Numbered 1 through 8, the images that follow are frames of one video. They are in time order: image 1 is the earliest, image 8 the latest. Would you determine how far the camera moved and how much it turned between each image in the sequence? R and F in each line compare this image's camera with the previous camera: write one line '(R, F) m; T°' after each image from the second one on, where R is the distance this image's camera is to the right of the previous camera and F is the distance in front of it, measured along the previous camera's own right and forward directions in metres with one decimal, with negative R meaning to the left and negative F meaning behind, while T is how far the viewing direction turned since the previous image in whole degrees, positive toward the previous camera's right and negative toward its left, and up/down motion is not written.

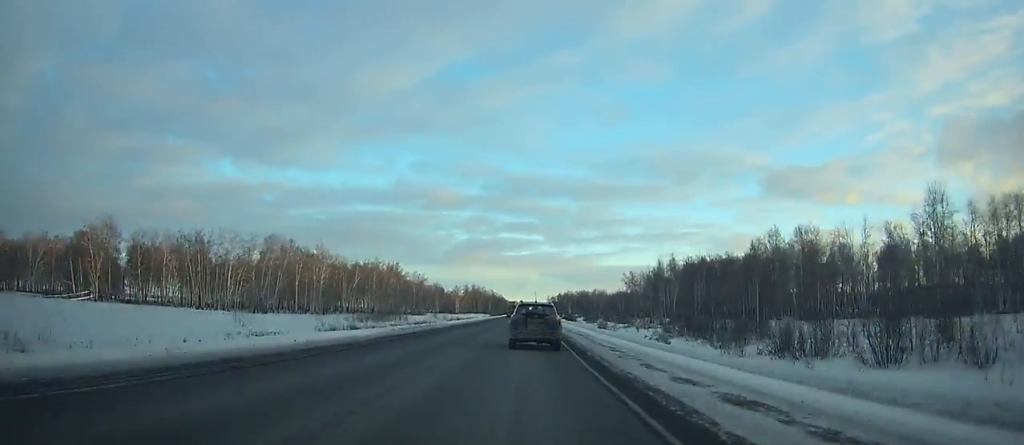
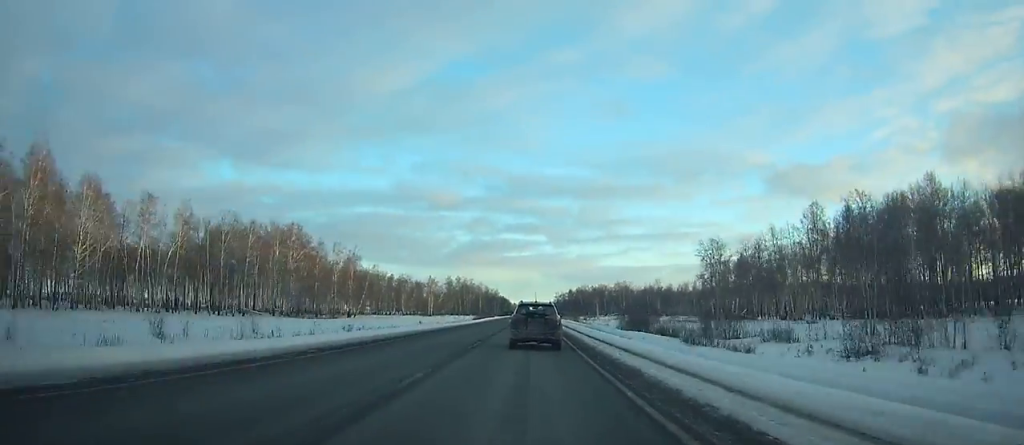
(-0.1, +115.0) m; 0°
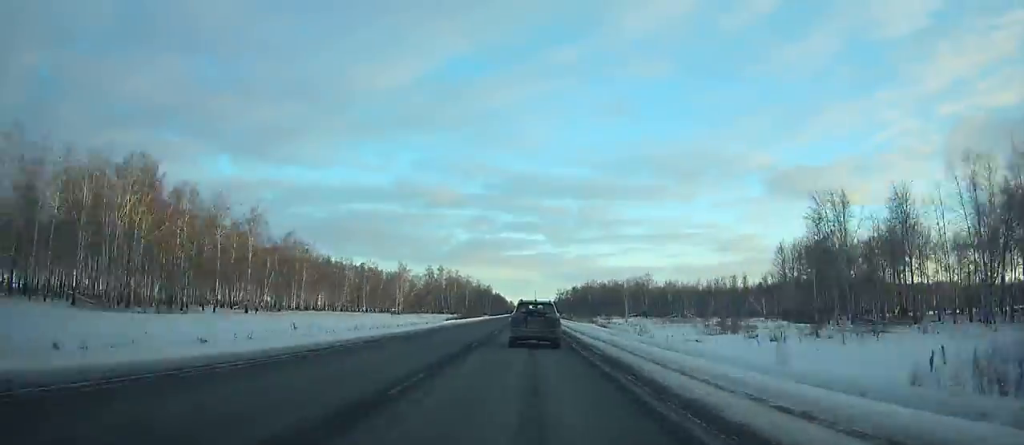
(-0.1, +62.8) m; 0°
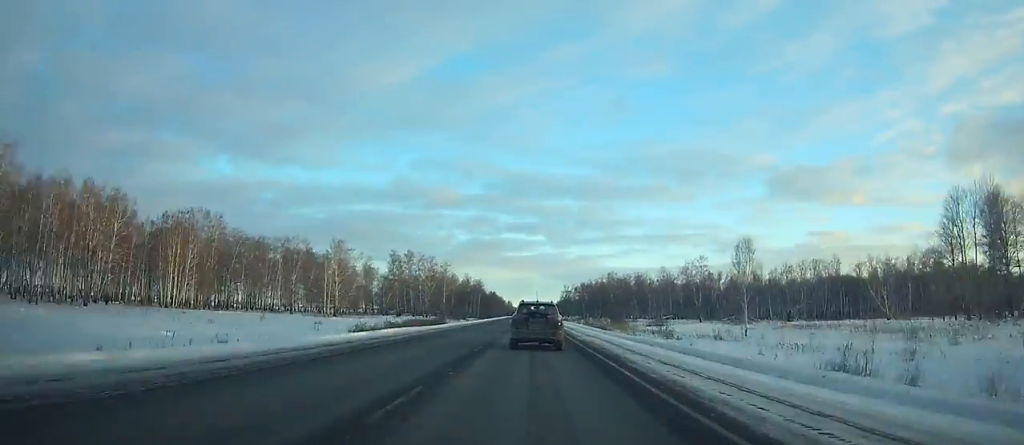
(-0.1, +73.8) m; 0°
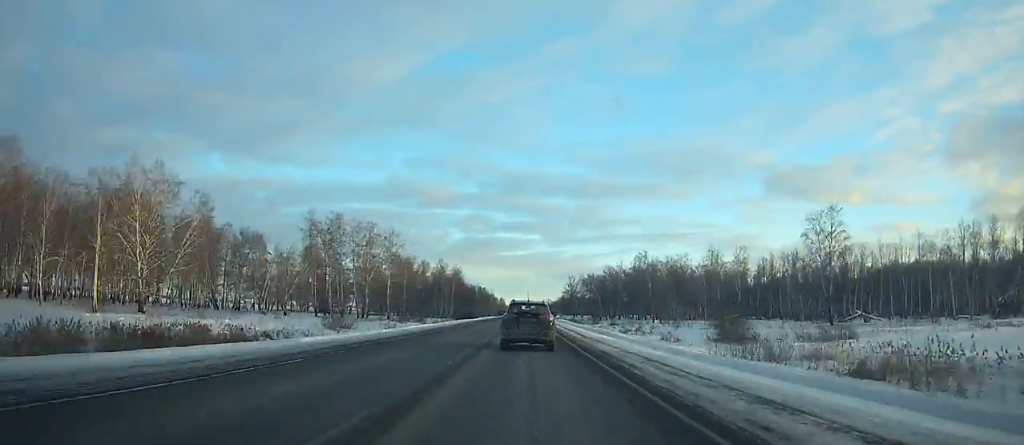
(+0.1, +74.4) m; 0°
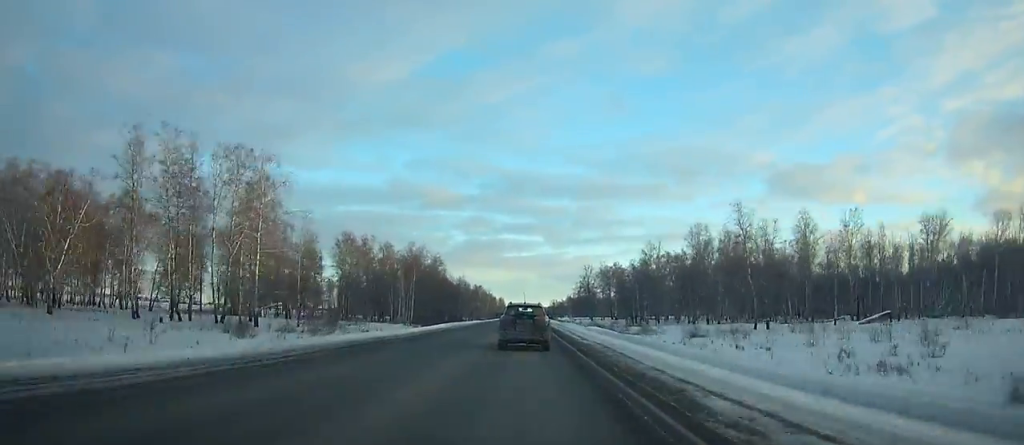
(+0.1, +63.8) m; 0°
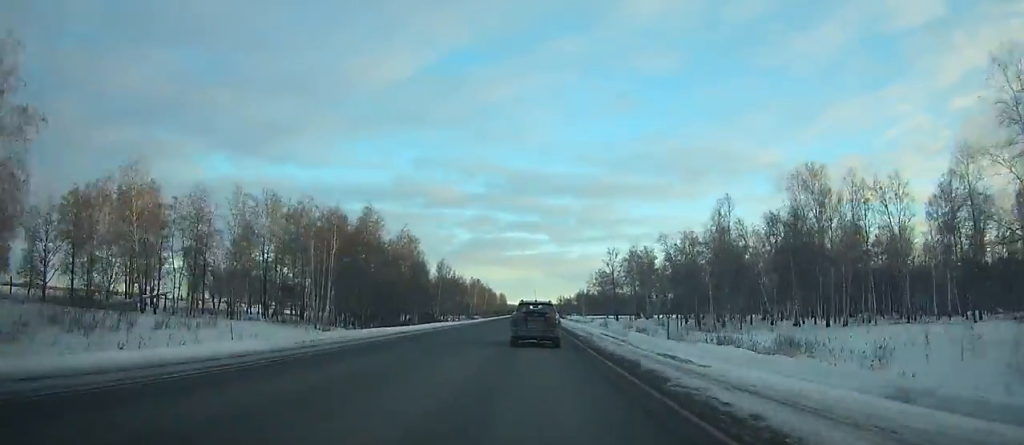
(-0.2, +50.1) m; 0°
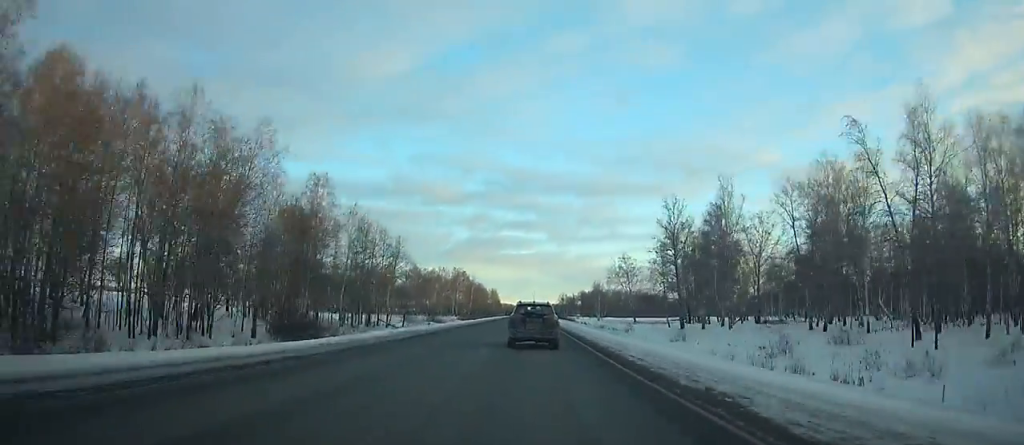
(-0.2, +67.0) m; 0°
